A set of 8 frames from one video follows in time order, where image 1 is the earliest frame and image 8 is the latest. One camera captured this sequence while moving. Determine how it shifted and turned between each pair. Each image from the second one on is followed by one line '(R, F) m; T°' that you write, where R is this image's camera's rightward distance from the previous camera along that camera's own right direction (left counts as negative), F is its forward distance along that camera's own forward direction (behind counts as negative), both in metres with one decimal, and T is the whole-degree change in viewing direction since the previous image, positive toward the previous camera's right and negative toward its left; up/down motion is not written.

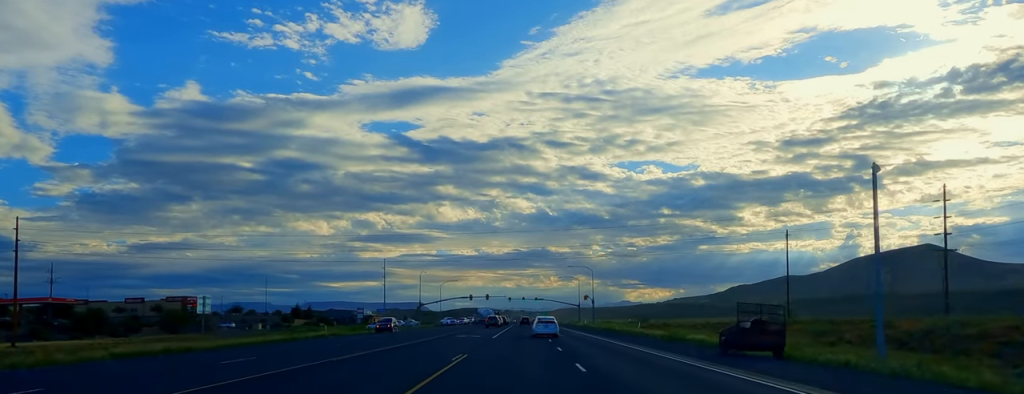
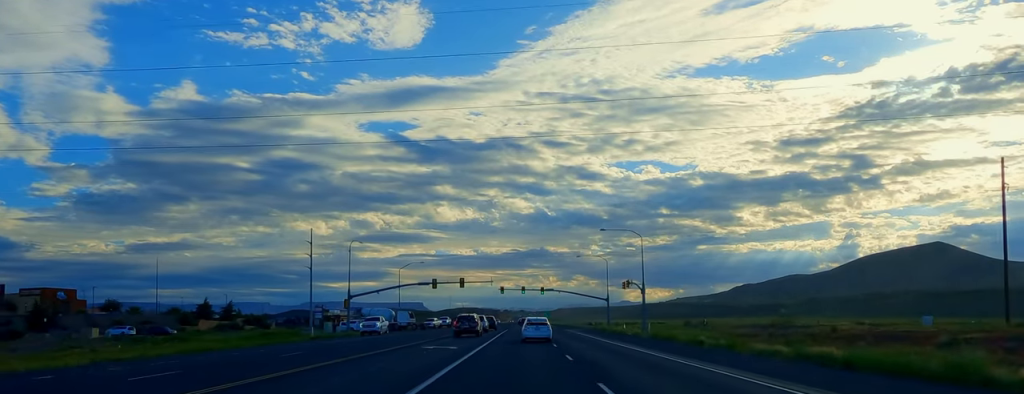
(-0.1, +65.4) m; 0°
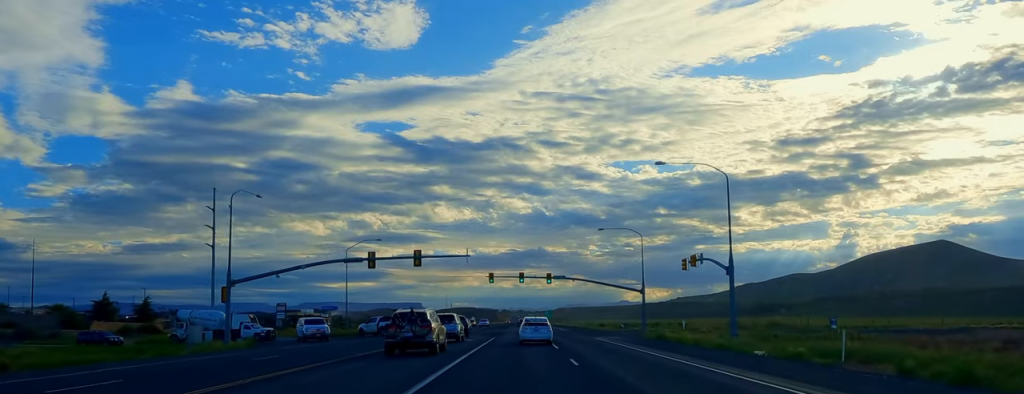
(0.0, +39.1) m; 0°
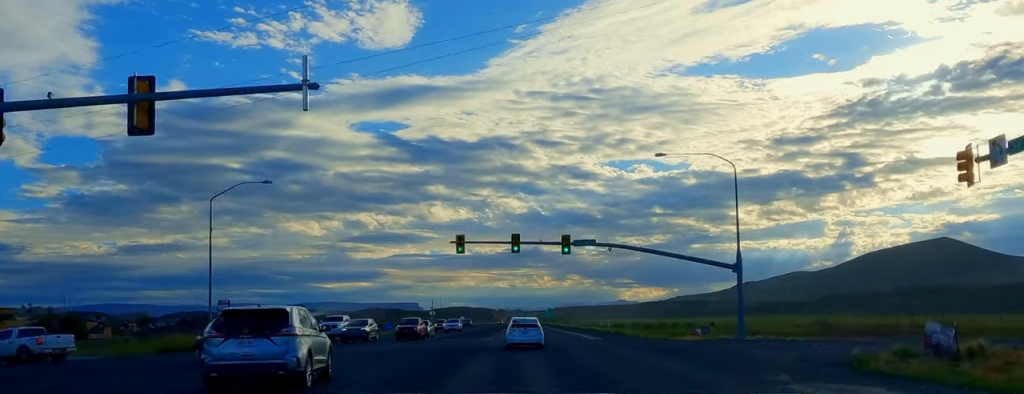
(0.0, +41.1) m; 0°
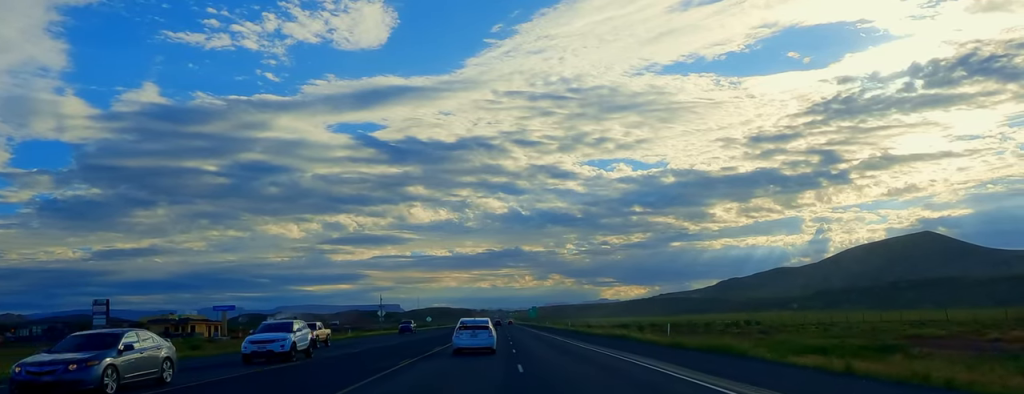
(+0.2, +44.8) m; 0°
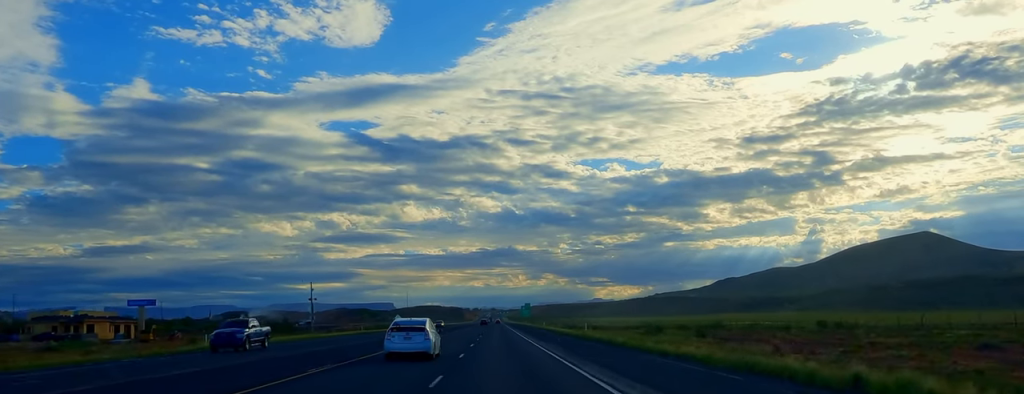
(+0.1, +40.8) m; 0°
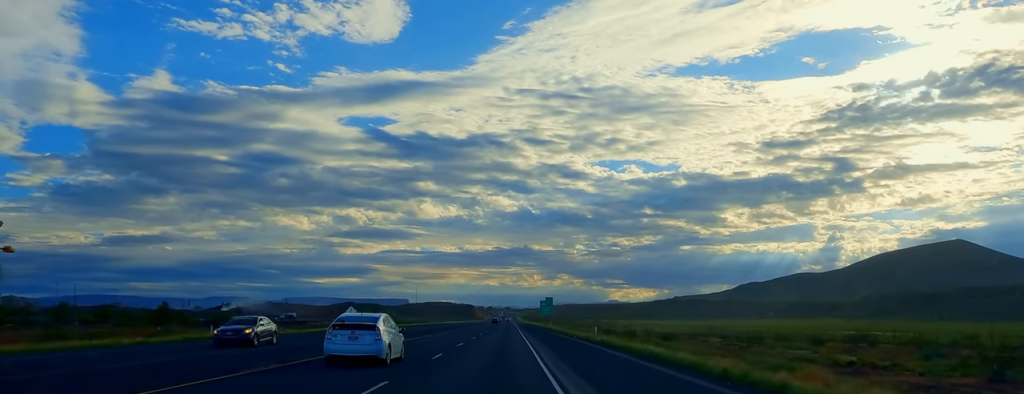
(-1.3, +63.7) m; -1°
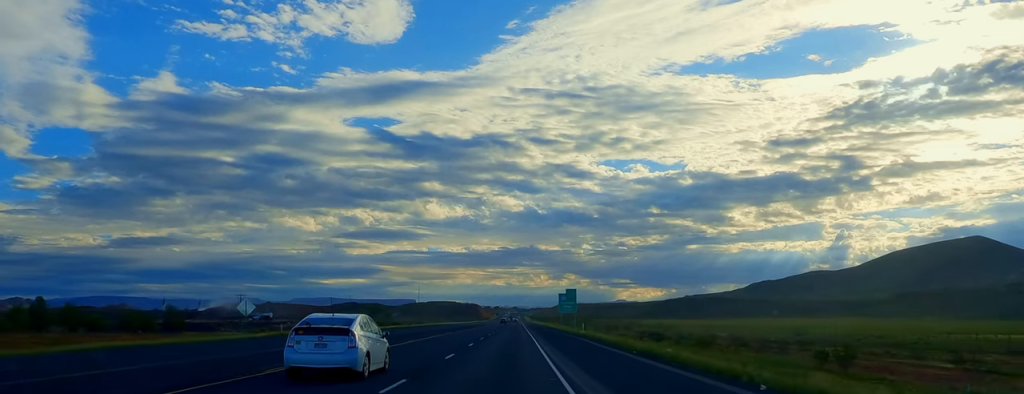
(+0.4, +47.7) m; 0°
